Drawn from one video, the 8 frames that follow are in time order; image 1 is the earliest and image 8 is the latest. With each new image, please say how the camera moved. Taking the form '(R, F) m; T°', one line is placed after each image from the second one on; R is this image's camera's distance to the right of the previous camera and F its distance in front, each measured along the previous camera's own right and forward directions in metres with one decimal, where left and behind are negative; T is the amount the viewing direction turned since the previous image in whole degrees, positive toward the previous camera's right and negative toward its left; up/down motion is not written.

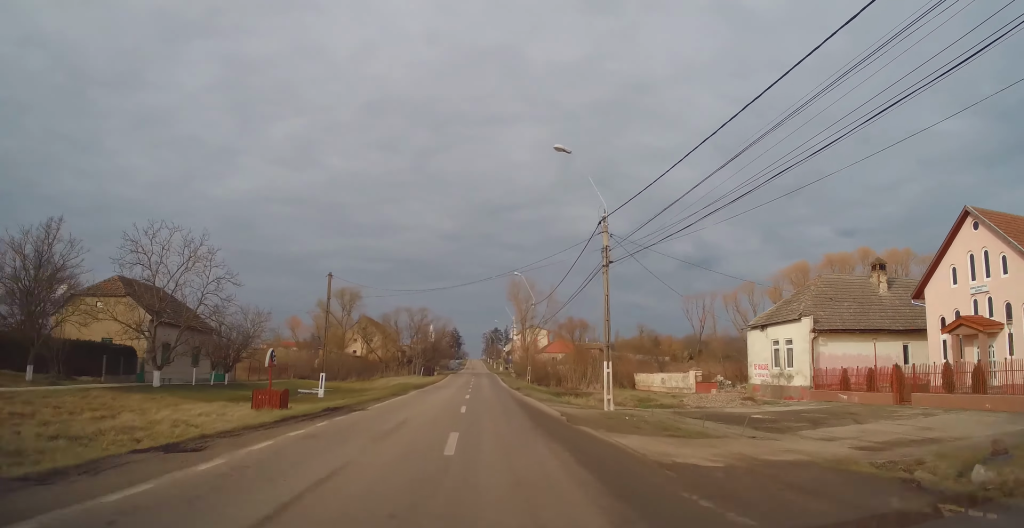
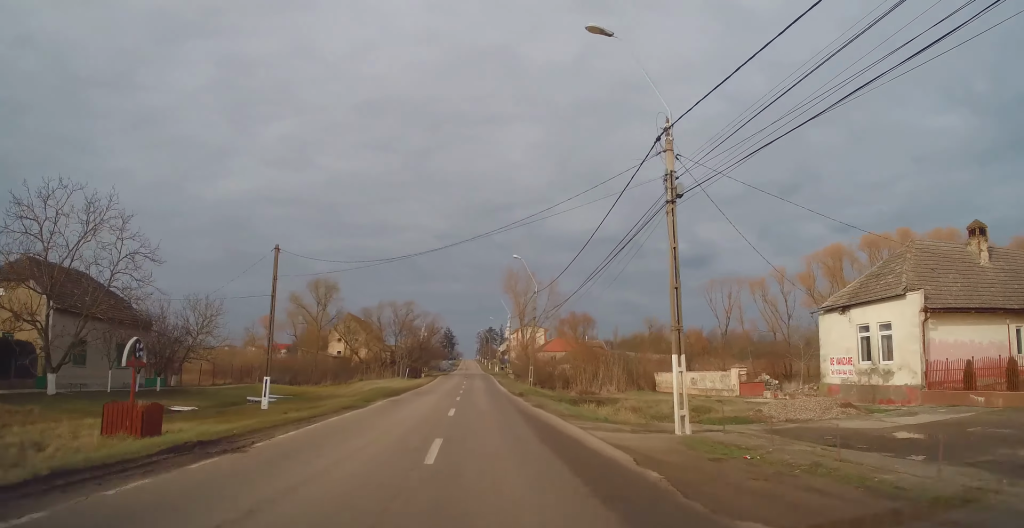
(-0.1, +9.6) m; +1°
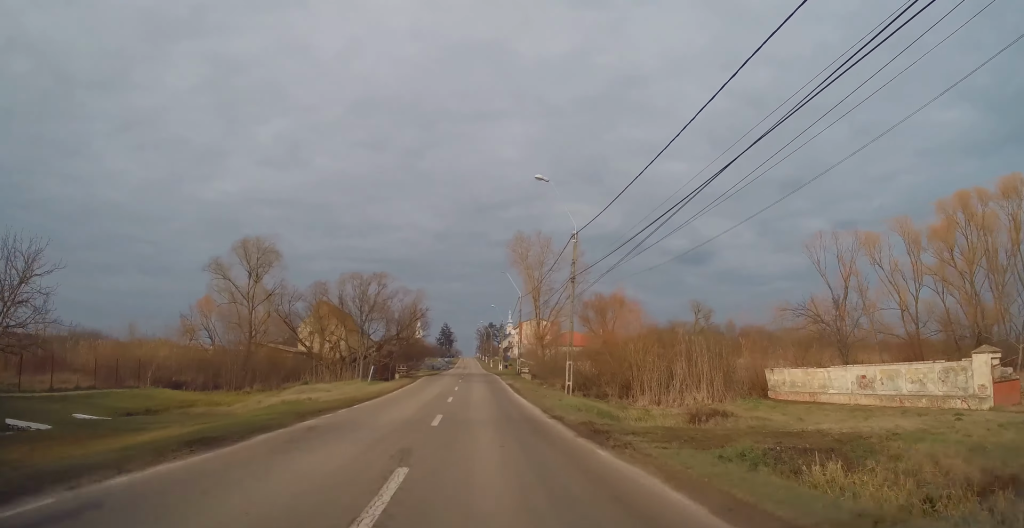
(+0.3, +21.7) m; 0°
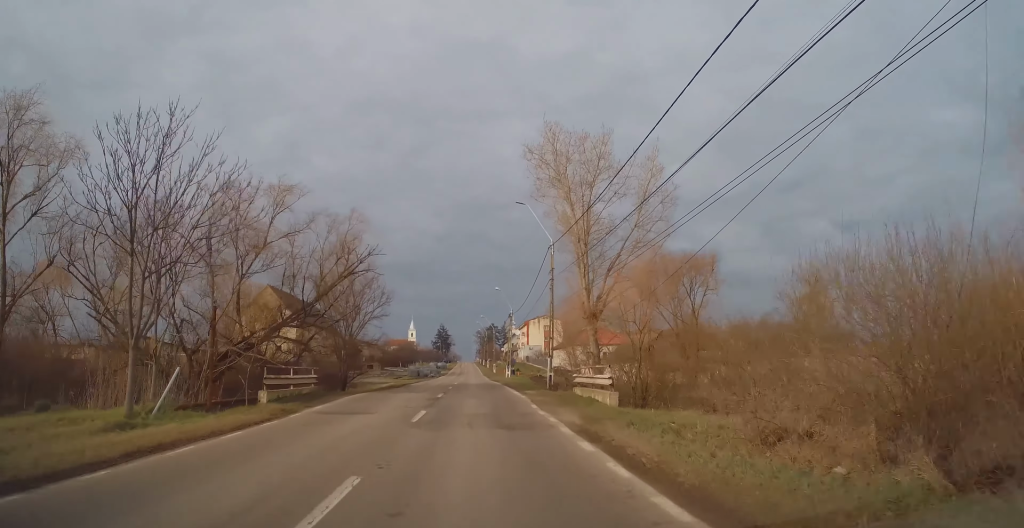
(-0.5, +29.3) m; +1°
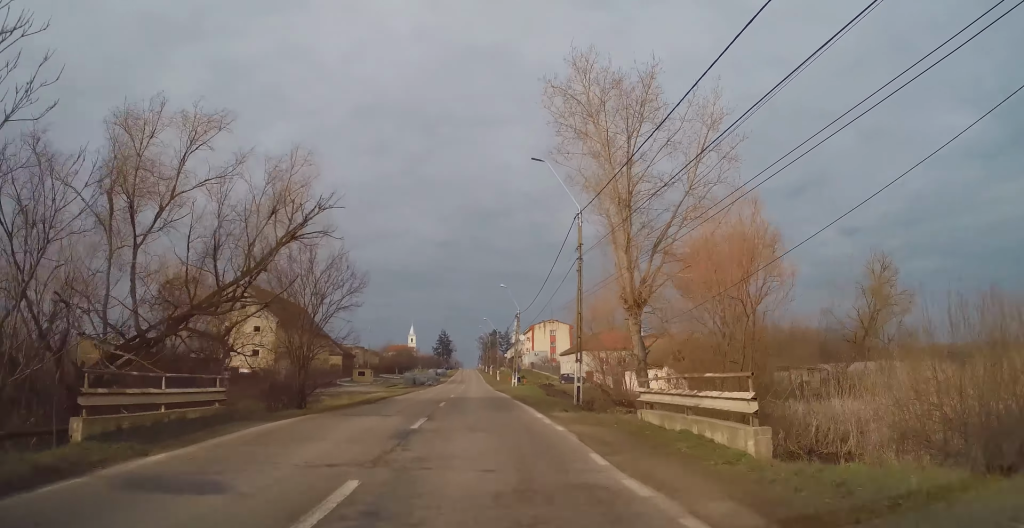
(+0.3, +8.9) m; 0°
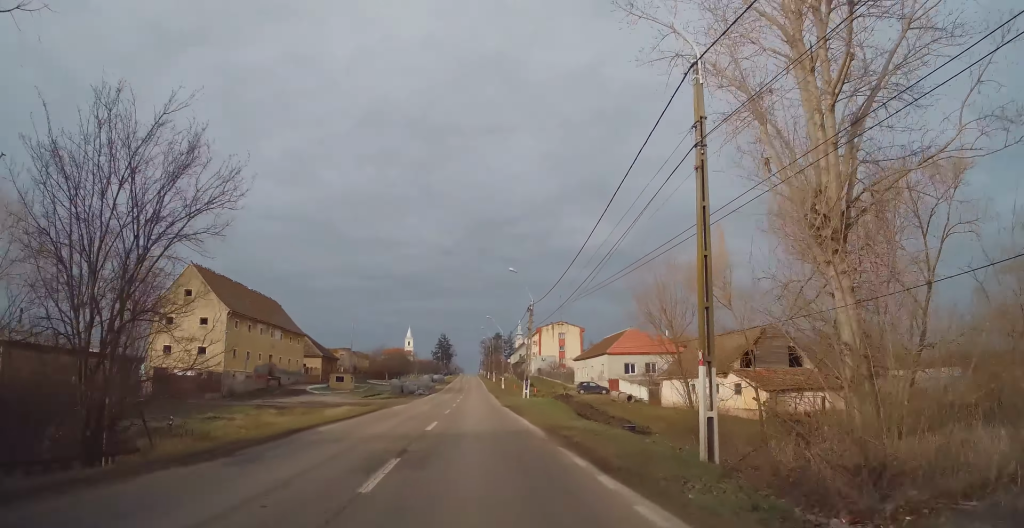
(0.0, +14.6) m; -1°
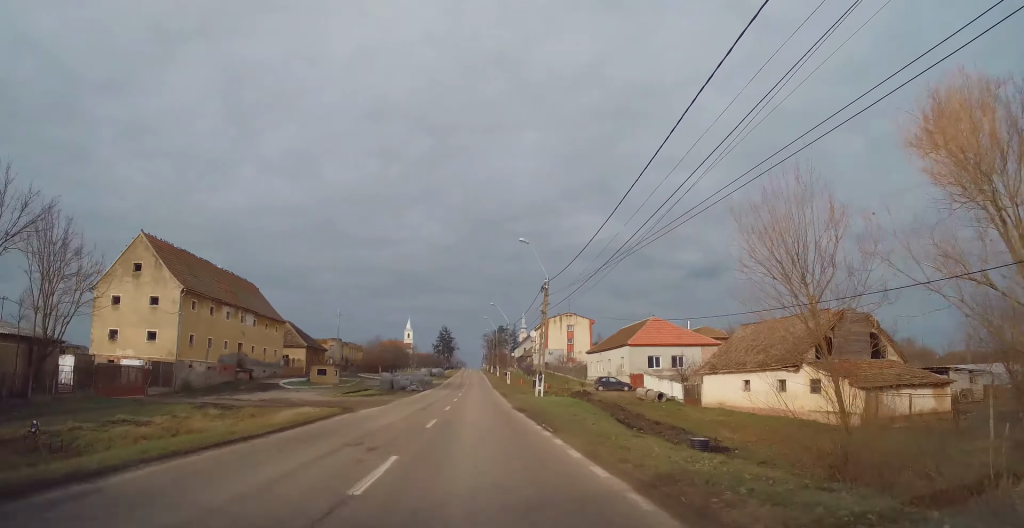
(-0.1, +9.7) m; -1°
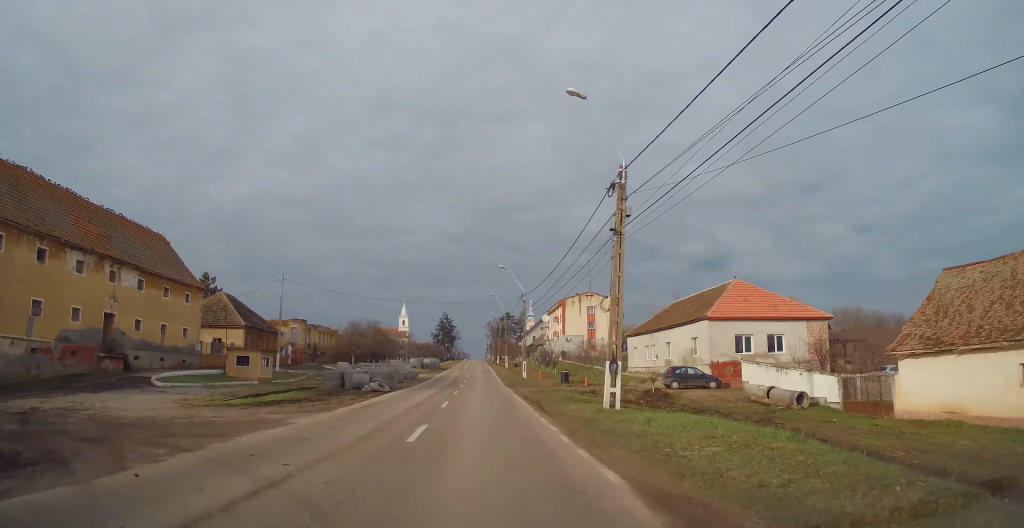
(-0.1, +22.8) m; 0°
